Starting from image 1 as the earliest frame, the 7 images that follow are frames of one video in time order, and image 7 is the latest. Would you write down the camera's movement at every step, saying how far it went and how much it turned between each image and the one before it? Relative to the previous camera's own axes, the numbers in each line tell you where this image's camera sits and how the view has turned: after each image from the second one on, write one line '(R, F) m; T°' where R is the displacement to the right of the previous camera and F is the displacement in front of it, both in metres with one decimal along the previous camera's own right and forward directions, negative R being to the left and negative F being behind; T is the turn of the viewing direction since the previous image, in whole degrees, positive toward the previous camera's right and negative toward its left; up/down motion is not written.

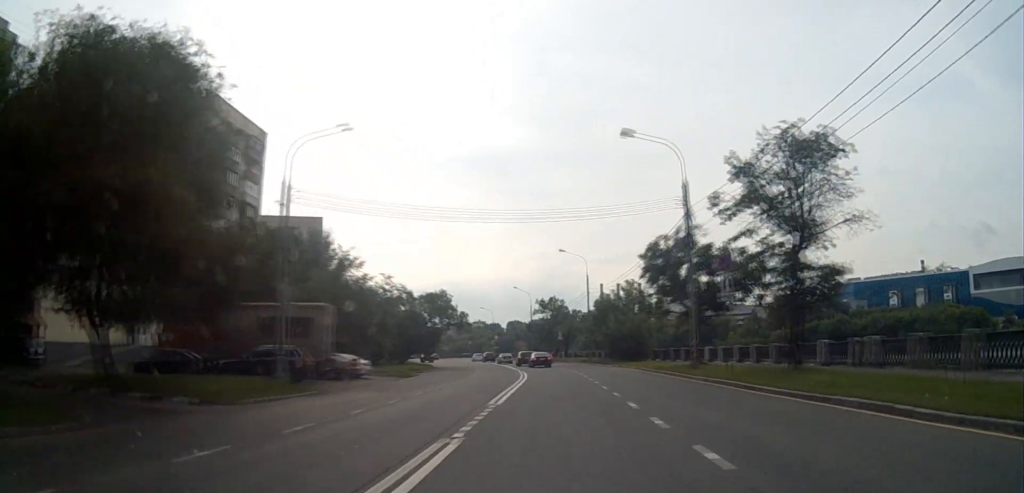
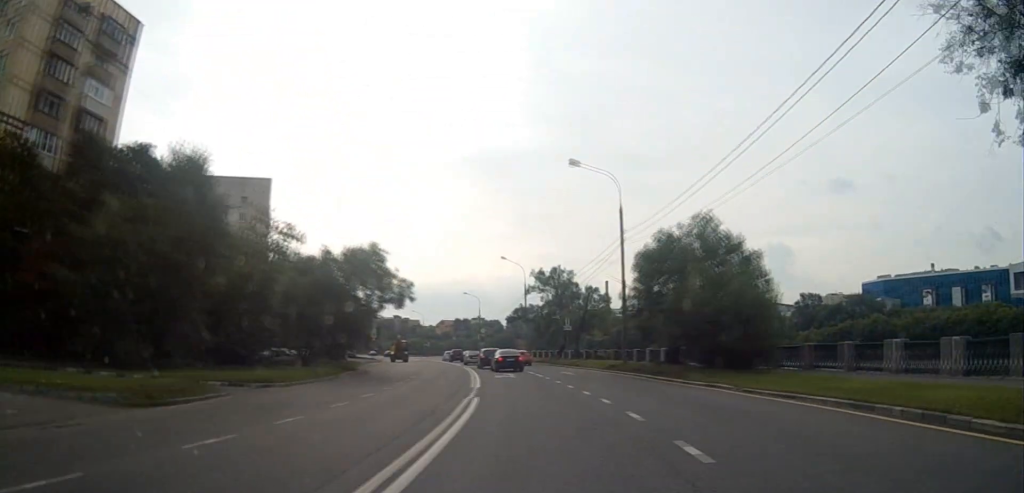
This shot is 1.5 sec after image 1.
(0.0, +30.3) m; 0°
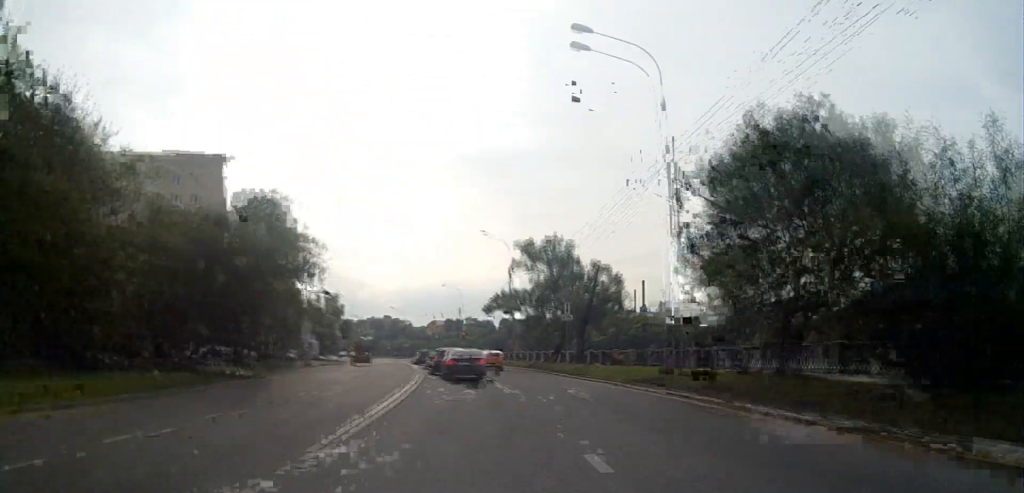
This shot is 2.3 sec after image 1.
(0.0, +15.7) m; +1°
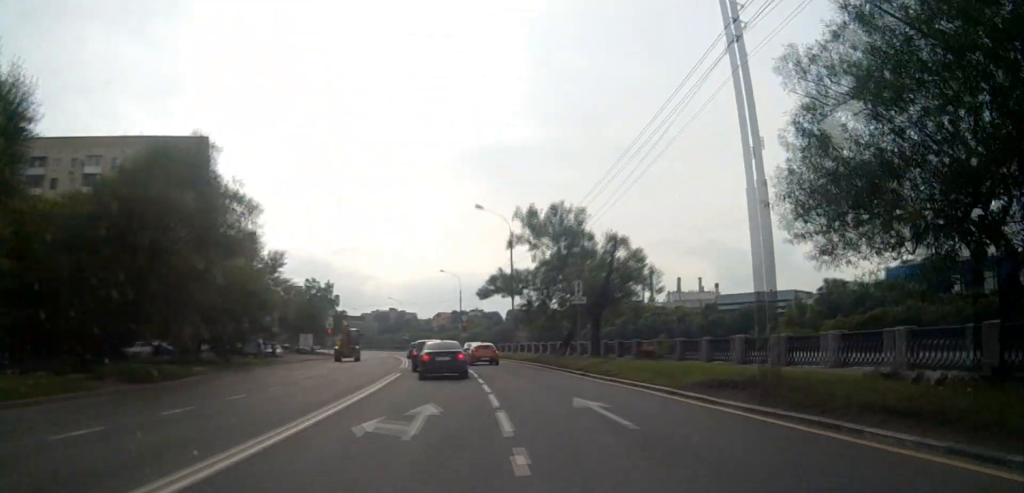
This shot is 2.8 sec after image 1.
(+0.1, +8.1) m; +1°
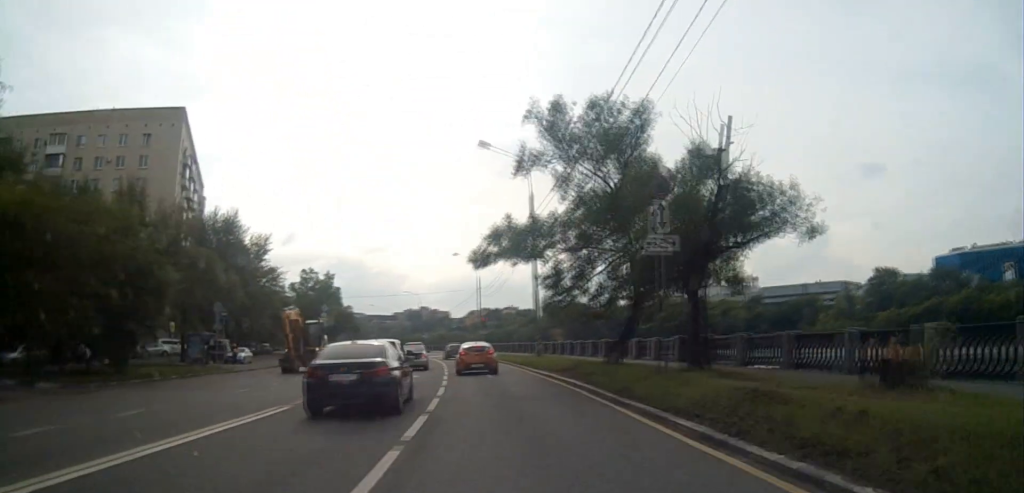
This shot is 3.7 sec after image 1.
(+0.2, +16.8) m; -2°
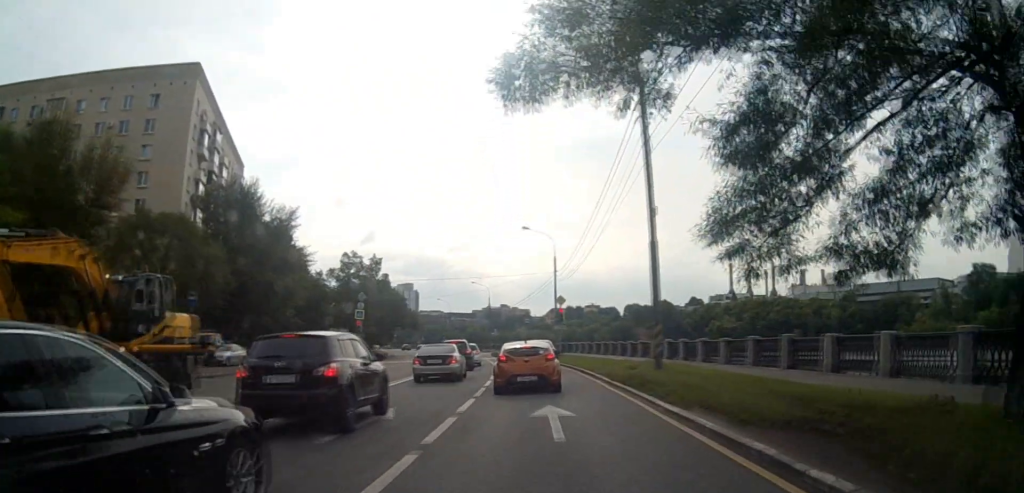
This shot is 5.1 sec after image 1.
(-1.5, +18.2) m; -11°
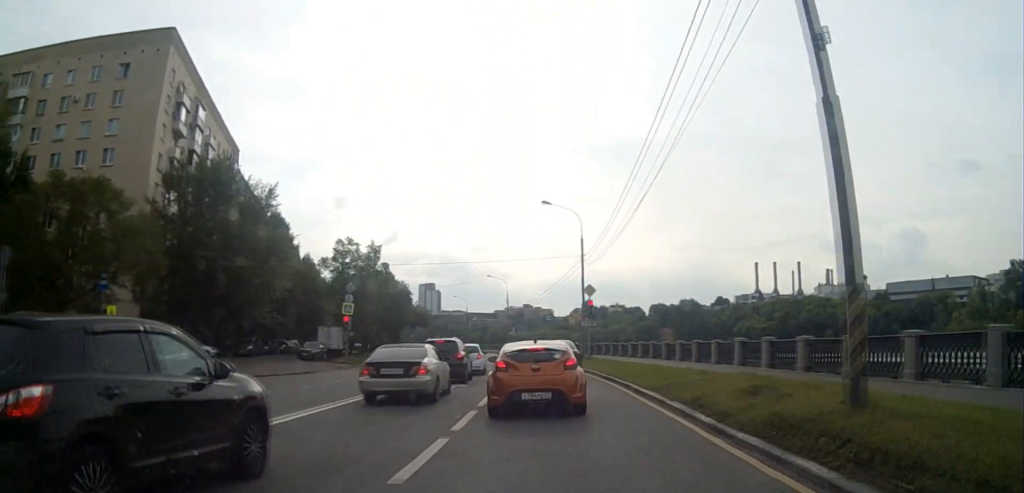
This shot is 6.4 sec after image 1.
(-0.8, +14.4) m; -1°
